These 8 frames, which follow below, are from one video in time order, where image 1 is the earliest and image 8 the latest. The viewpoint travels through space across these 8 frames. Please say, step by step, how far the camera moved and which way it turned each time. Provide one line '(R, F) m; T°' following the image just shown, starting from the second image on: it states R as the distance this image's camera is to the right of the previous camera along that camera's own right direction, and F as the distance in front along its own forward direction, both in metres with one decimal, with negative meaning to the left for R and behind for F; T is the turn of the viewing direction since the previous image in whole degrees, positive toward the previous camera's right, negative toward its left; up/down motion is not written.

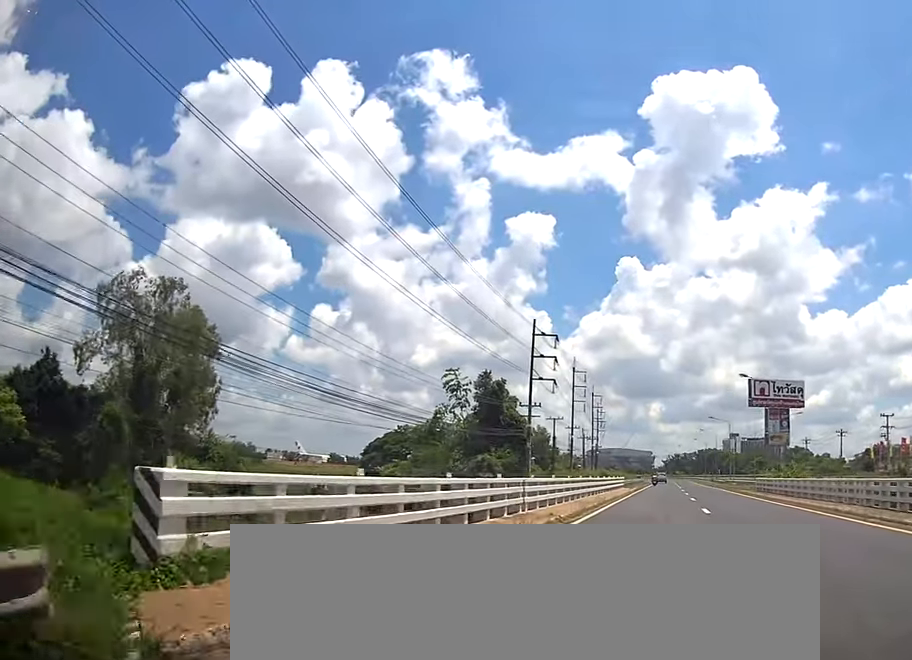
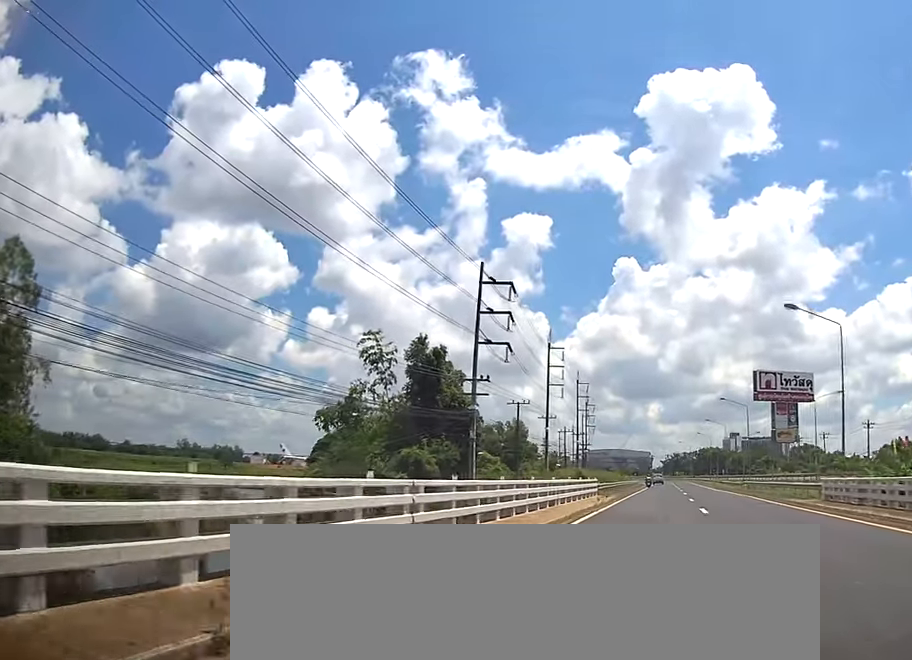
(+0.8, +24.1) m; +1°
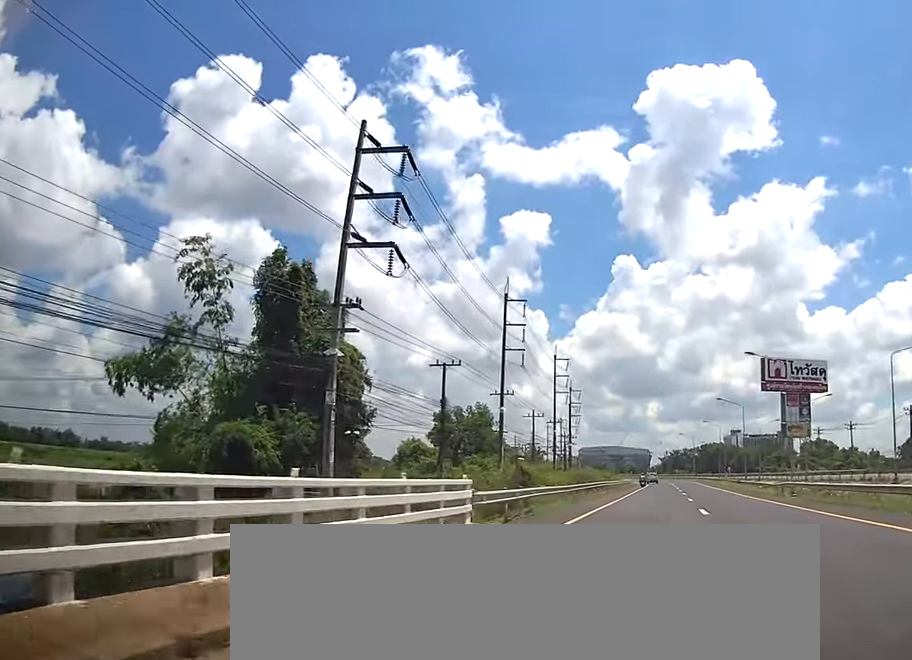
(-1.0, +26.9) m; -2°
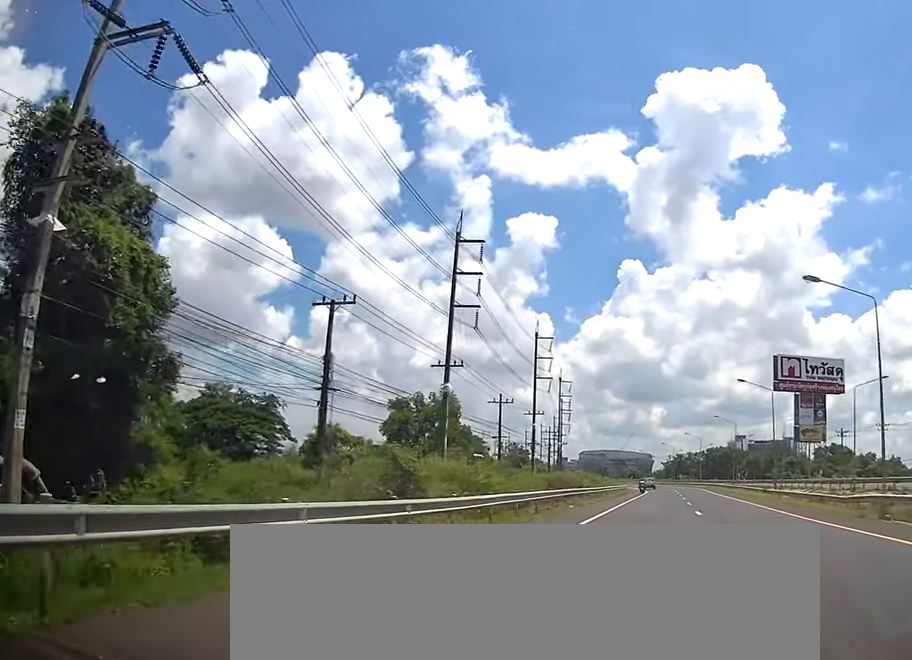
(0.0, +20.1) m; 0°
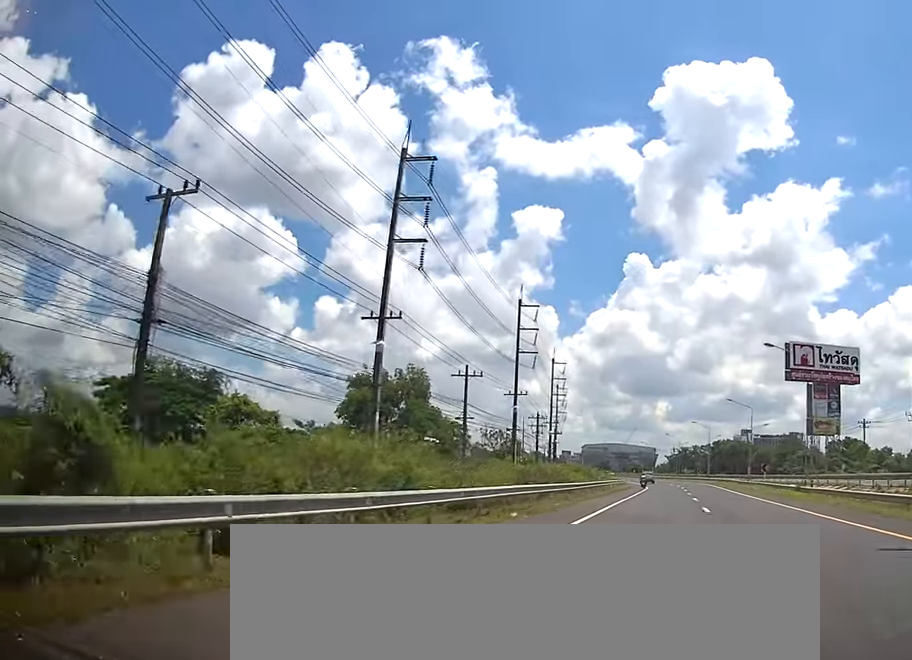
(0.0, +14.0) m; 0°
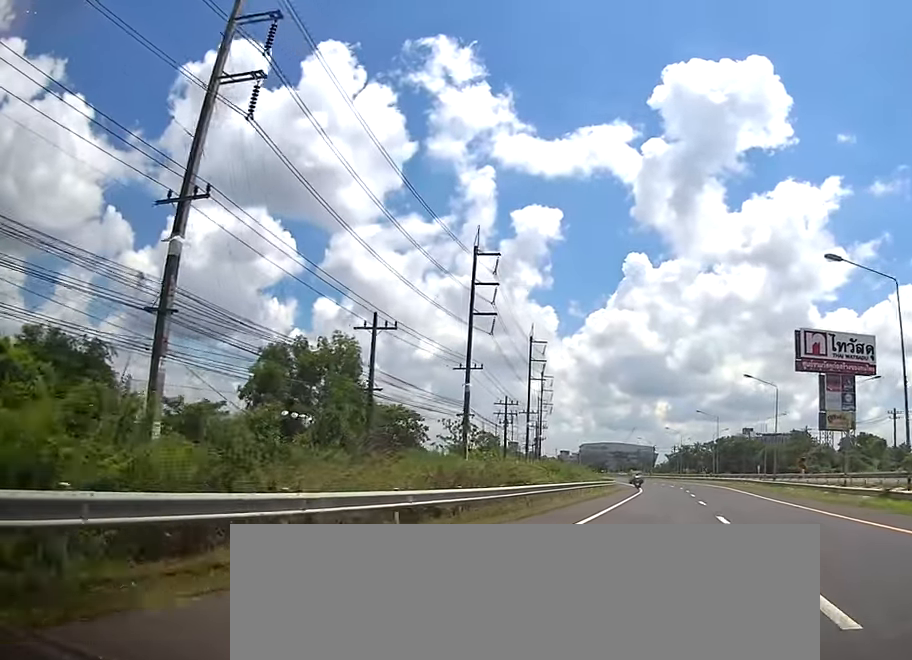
(+0.1, +19.0) m; 0°
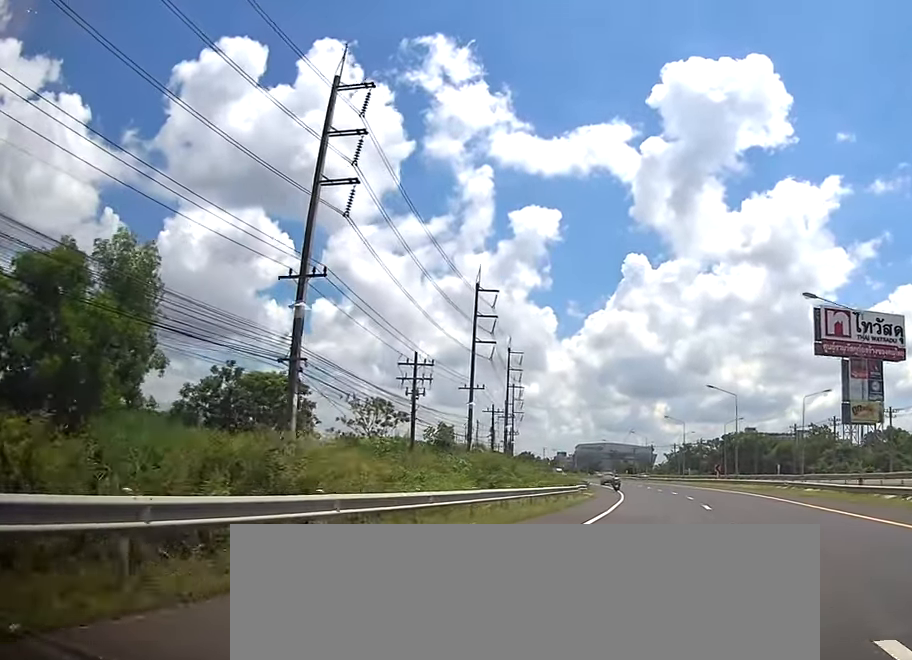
(0.0, +27.9) m; 0°
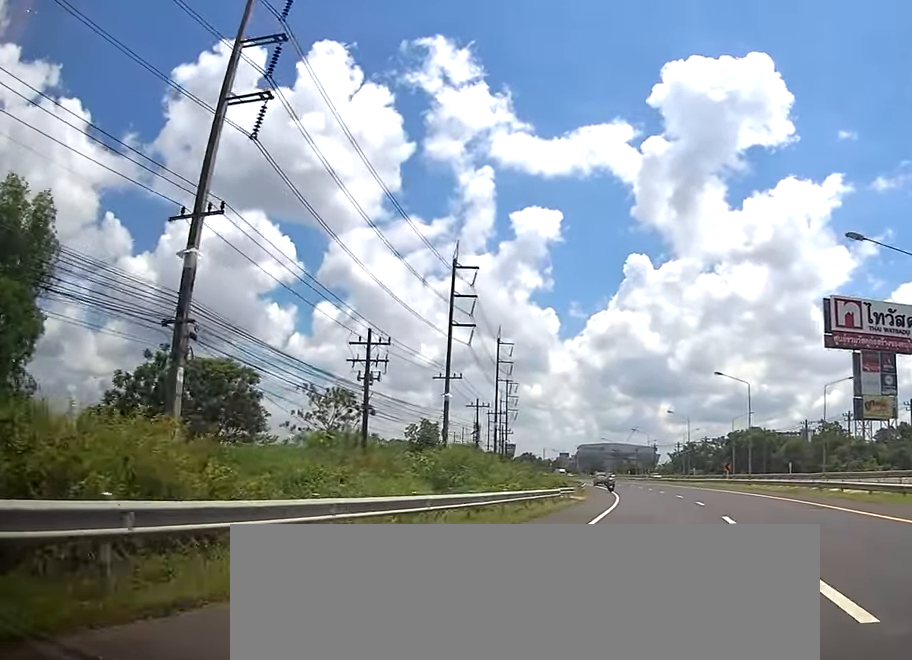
(0.0, +8.5) m; 0°
